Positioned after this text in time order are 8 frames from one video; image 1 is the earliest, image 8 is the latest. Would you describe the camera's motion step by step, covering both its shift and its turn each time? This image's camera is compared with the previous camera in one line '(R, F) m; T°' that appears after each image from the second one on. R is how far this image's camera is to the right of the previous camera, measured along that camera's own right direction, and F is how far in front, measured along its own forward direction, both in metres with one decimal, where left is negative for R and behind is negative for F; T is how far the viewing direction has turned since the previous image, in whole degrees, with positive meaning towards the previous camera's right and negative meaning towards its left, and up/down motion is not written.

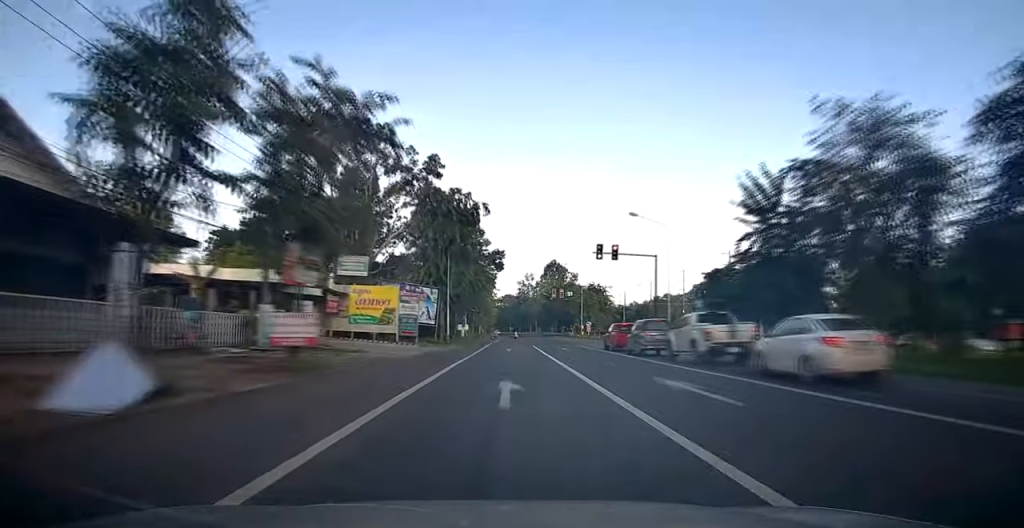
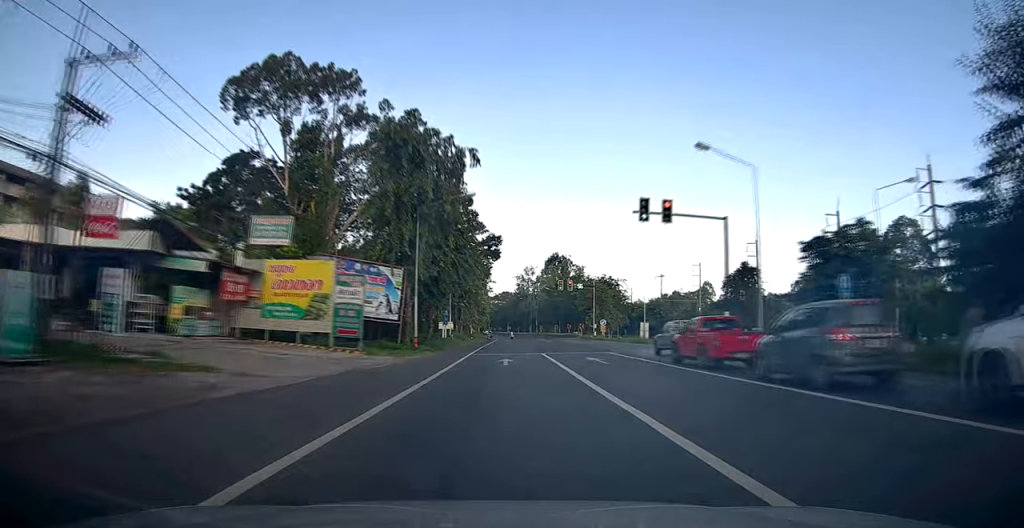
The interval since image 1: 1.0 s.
(+0.5, +15.5) m; 0°
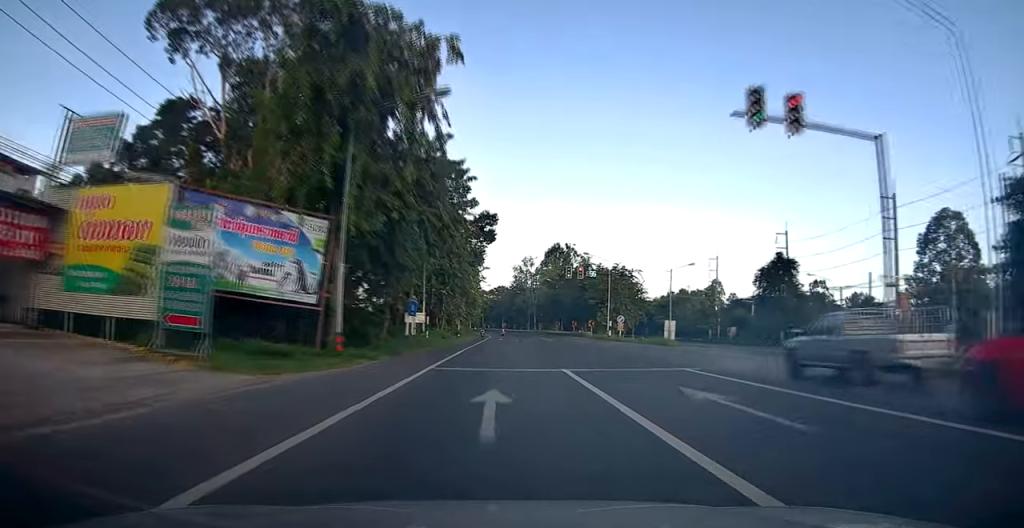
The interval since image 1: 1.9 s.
(-0.4, +14.3) m; -2°
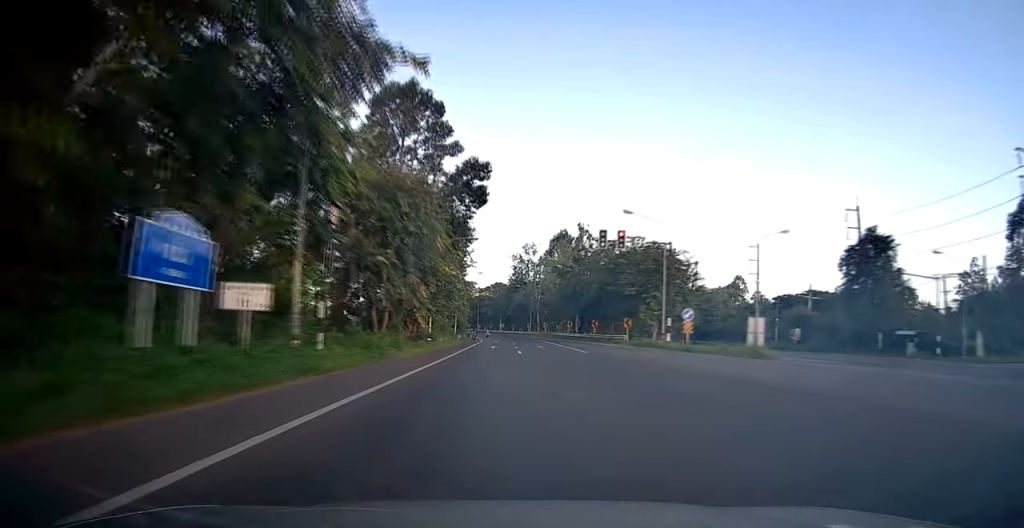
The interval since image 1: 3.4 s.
(+0.1, +23.7) m; +1°
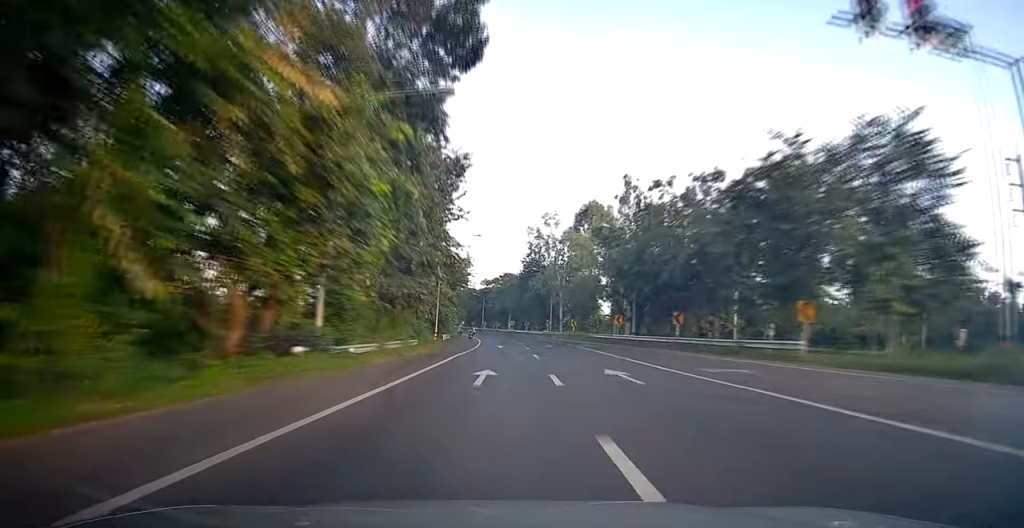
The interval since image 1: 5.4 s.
(-0.3, +29.0) m; -1°
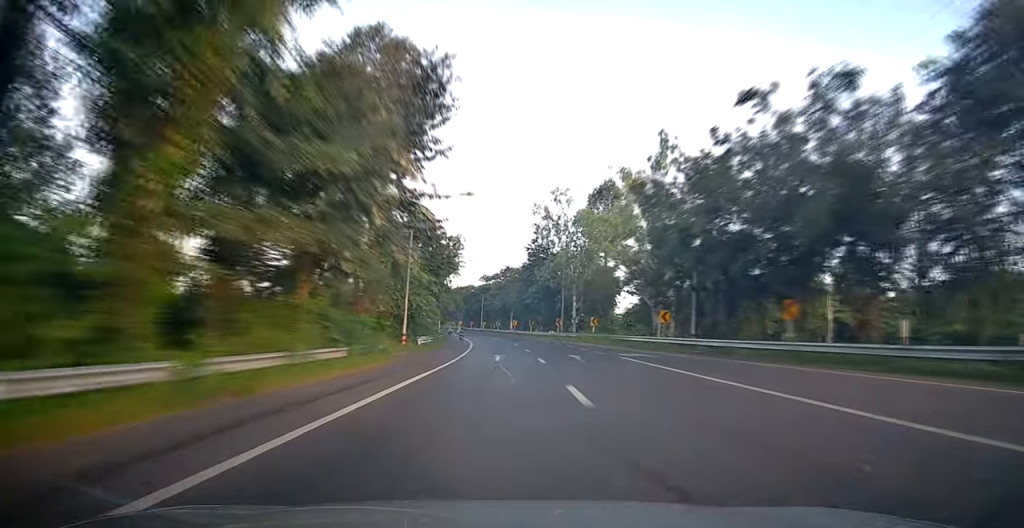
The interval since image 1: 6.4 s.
(+0.2, +14.7) m; -1°
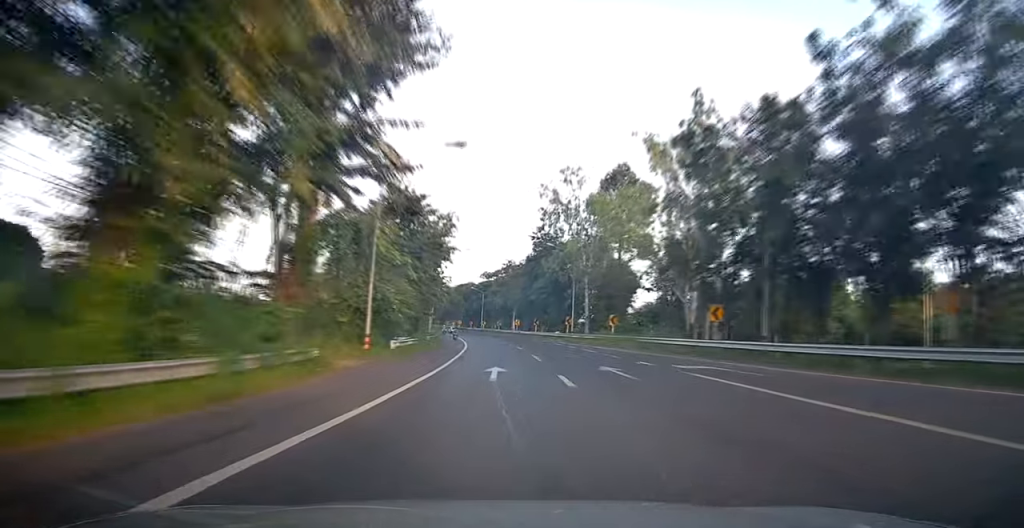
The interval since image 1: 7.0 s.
(-0.4, +8.8) m; 0°
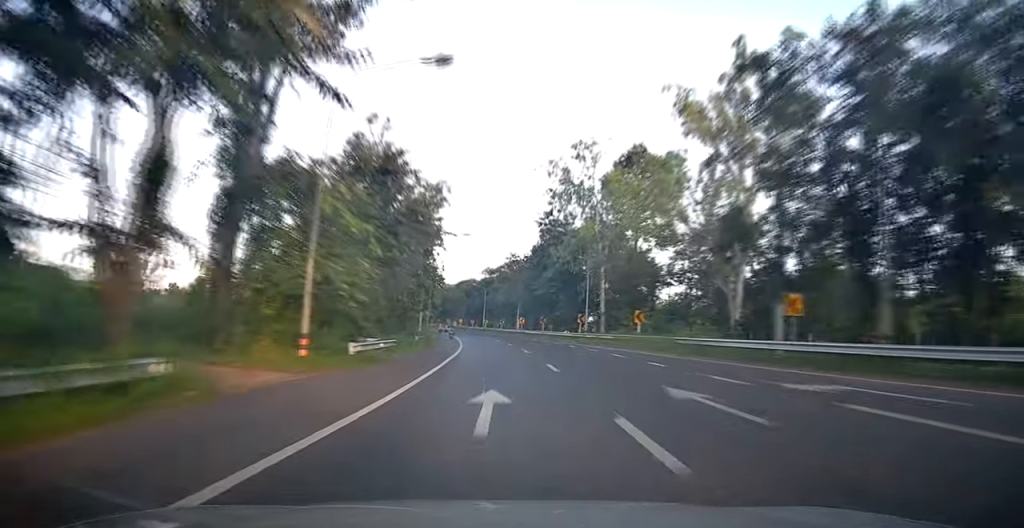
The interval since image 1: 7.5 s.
(+0.1, +7.6) m; 0°
